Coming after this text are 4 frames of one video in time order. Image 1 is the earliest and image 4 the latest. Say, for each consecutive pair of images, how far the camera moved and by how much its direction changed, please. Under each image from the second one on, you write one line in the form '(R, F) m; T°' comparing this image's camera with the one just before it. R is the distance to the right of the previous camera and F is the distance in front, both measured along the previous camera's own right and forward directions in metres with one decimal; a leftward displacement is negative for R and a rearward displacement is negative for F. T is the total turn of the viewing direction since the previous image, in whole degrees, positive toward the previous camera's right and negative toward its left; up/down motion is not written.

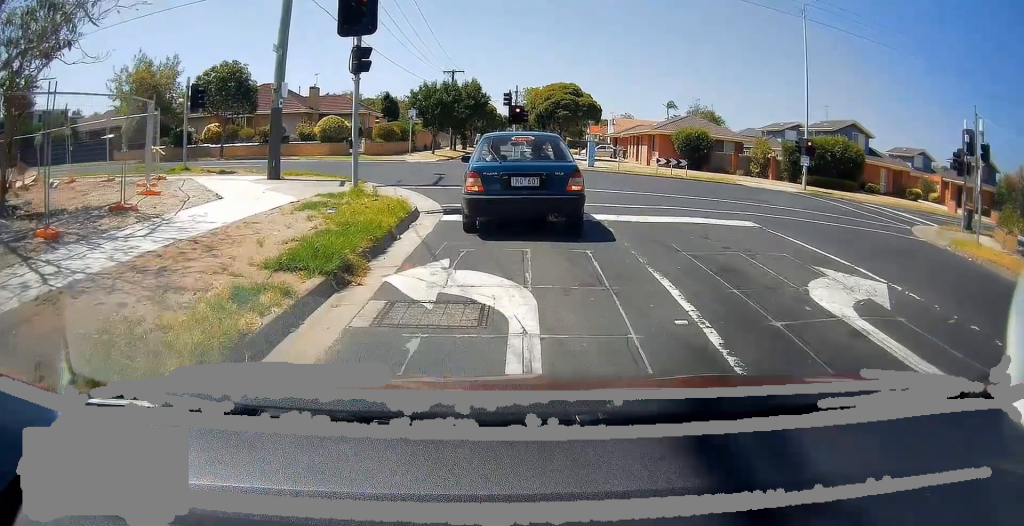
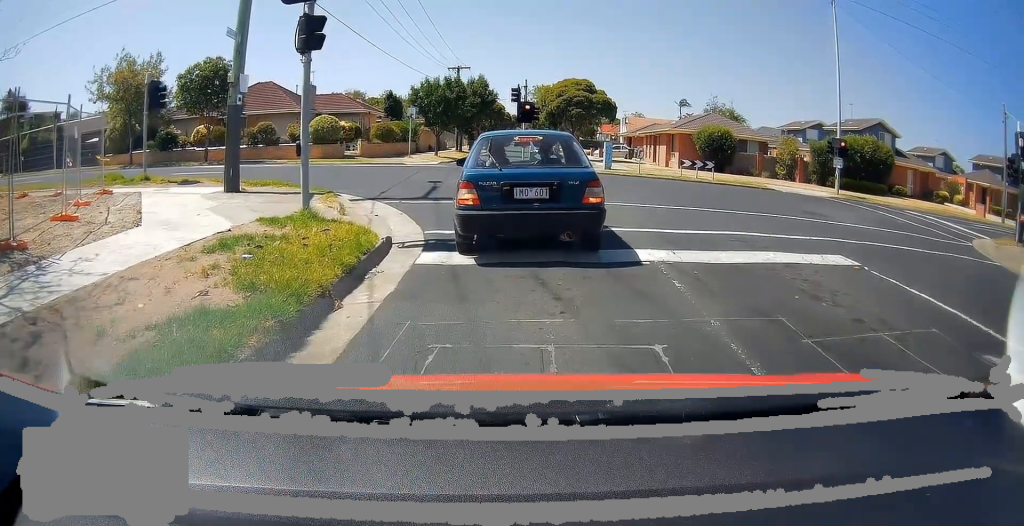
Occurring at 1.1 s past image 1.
(+0.1, +4.4) m; +1°
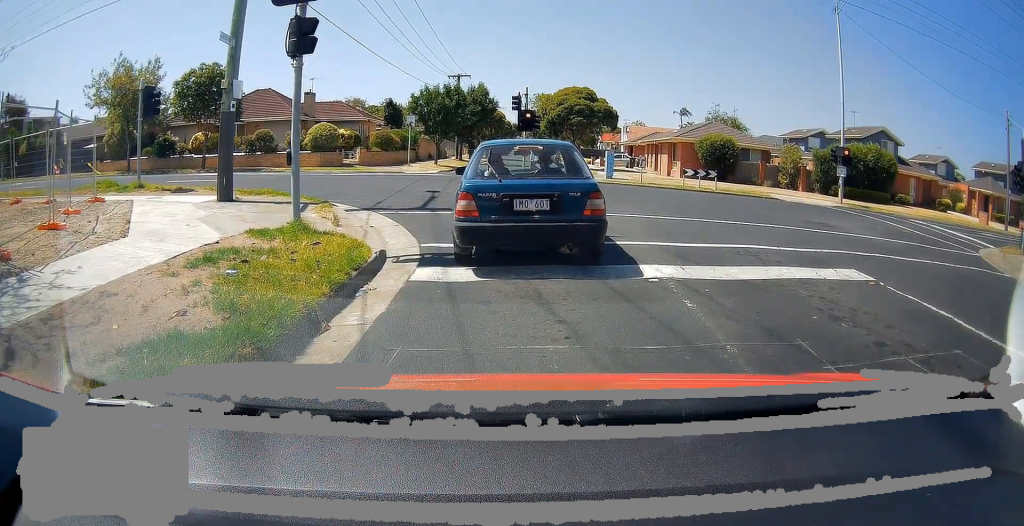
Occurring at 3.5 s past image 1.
(+0.1, +0.9) m; 0°
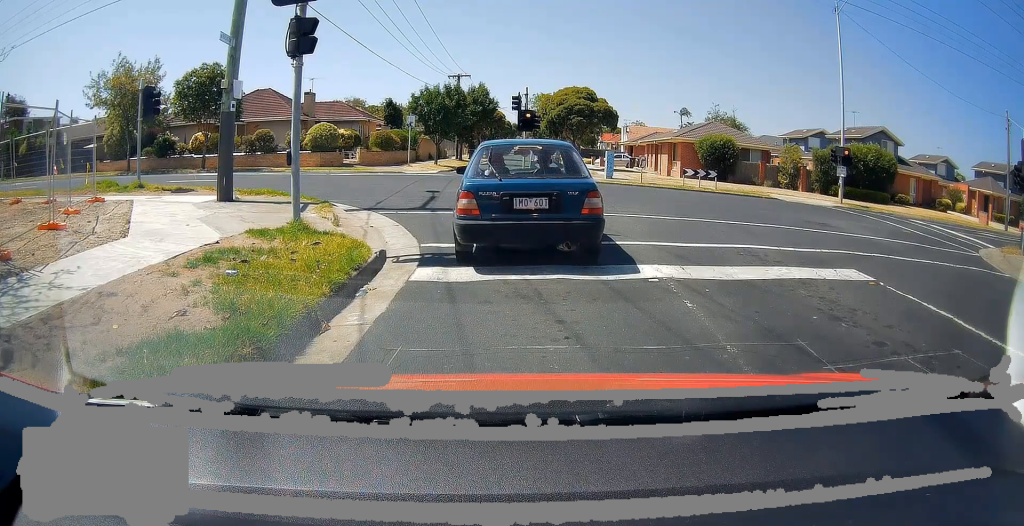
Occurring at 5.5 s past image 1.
(0.0, 0.0) m; 0°
